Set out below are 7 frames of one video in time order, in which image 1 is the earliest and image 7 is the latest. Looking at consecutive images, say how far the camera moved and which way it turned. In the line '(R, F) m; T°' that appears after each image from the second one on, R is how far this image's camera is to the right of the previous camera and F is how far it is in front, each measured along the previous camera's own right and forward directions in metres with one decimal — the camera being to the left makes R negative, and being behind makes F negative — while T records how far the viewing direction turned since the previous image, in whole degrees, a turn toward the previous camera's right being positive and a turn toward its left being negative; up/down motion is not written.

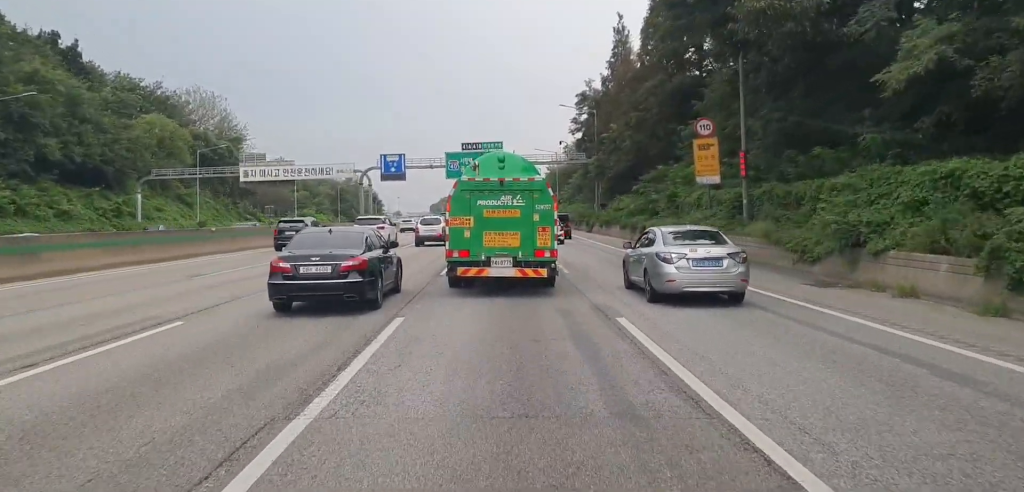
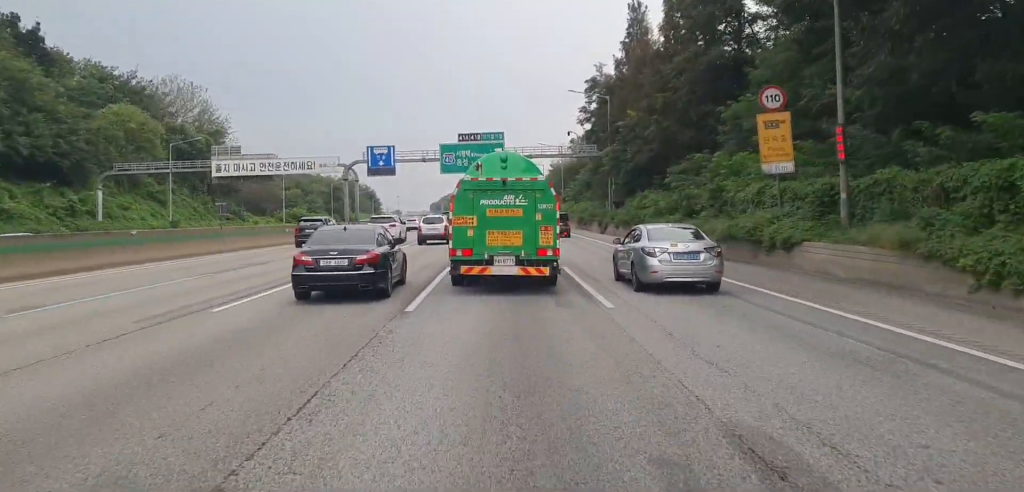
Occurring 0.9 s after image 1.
(0.0, +8.6) m; 0°
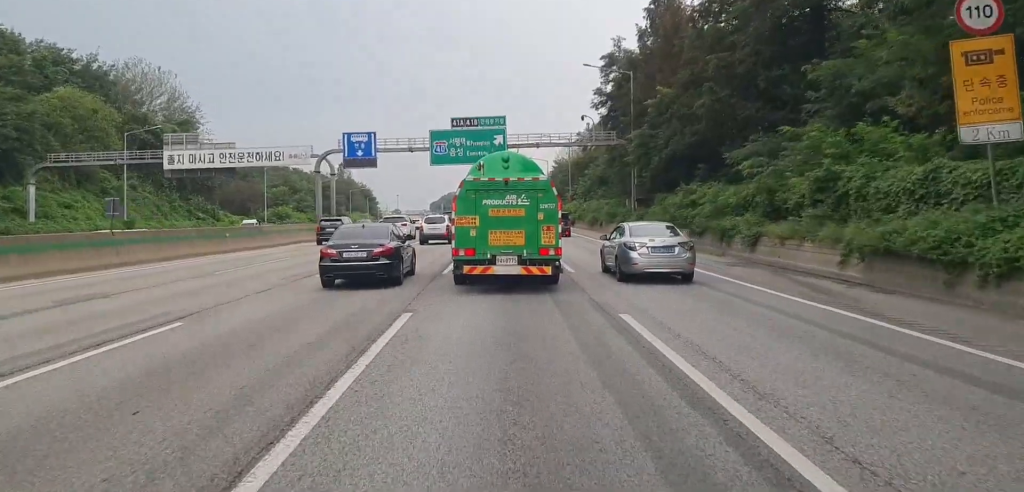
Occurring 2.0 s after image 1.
(-0.1, +11.4) m; 0°
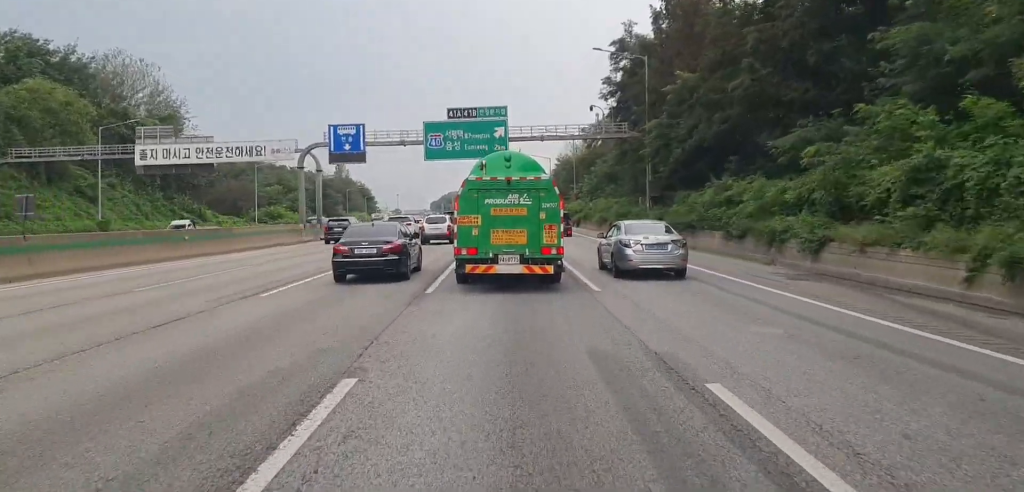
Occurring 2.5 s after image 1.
(0.0, +5.3) m; 0°
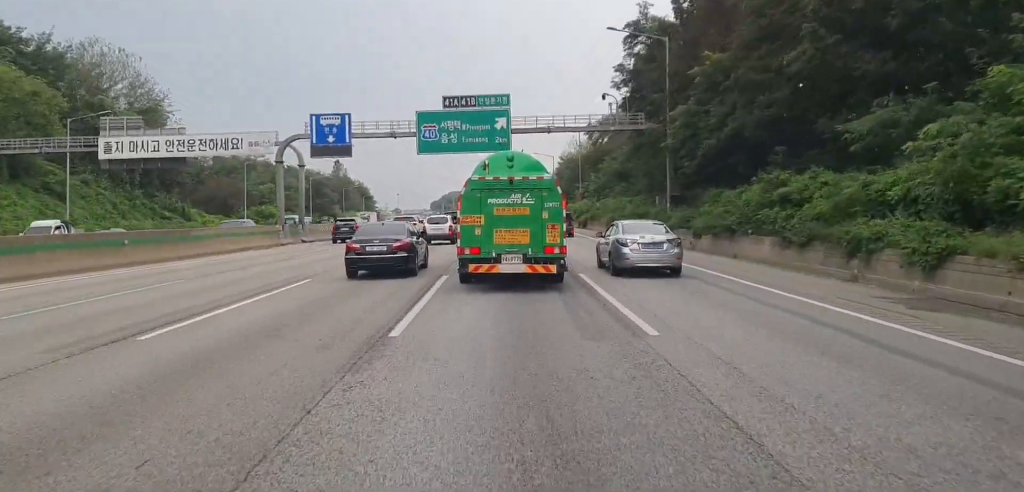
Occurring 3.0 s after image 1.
(0.0, +5.8) m; 0°
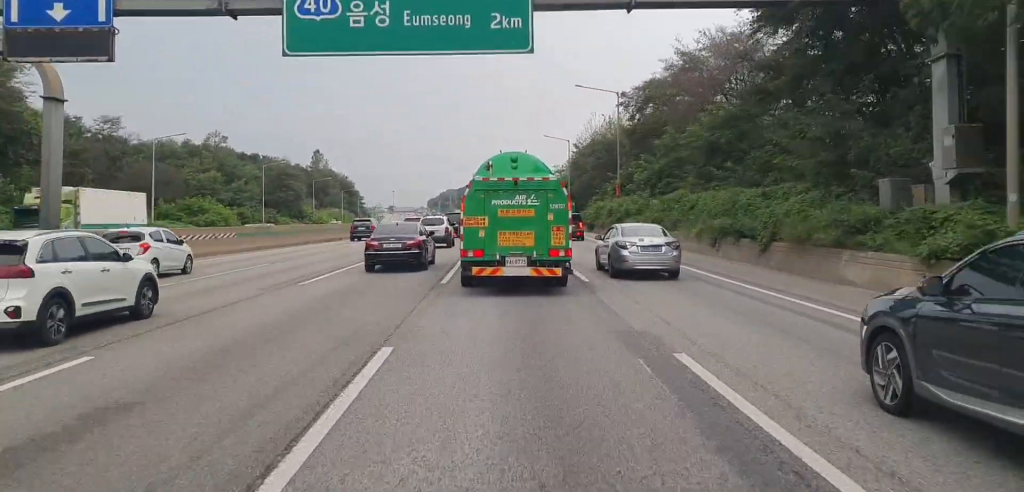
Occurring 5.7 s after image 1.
(+1.0, +30.9) m; +3°
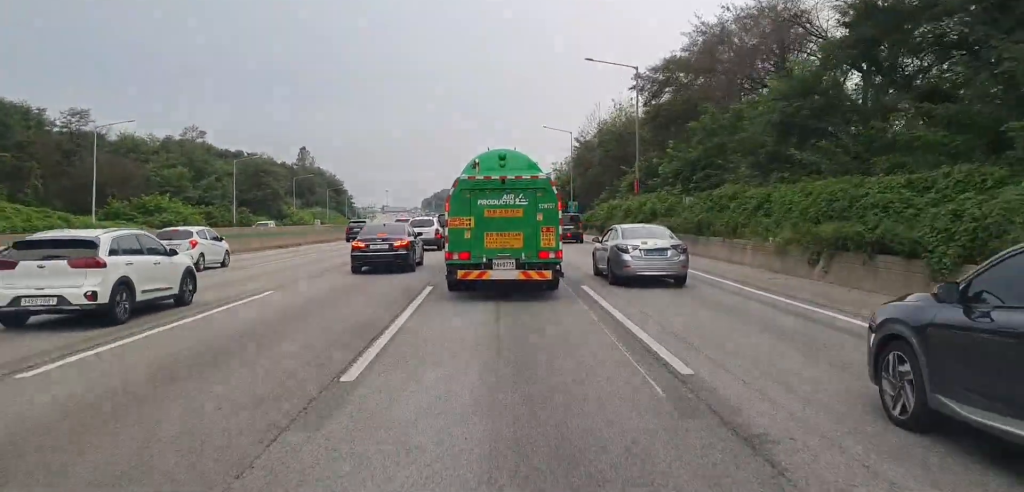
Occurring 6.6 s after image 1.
(-0.2, +11.4) m; -1°
